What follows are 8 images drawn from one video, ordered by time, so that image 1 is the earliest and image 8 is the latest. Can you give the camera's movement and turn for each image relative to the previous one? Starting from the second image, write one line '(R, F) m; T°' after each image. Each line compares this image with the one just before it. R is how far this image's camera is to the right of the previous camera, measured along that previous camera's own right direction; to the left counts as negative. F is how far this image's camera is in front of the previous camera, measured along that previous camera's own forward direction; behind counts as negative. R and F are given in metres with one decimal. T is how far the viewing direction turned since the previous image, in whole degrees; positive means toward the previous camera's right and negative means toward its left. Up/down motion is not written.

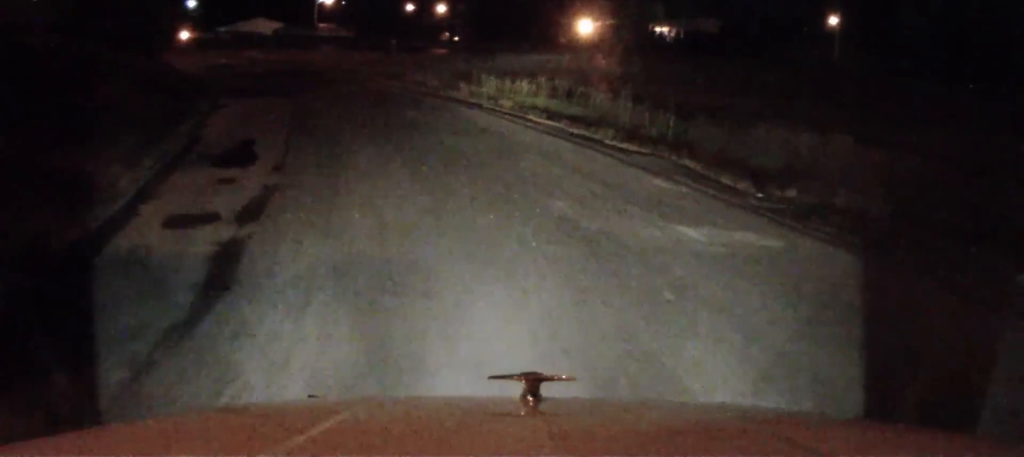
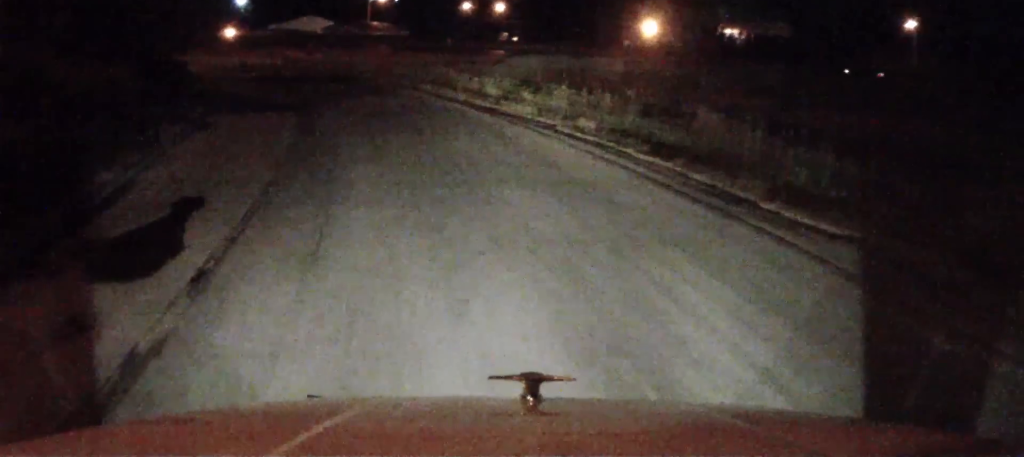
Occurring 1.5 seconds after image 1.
(-0.3, +8.5) m; -5°
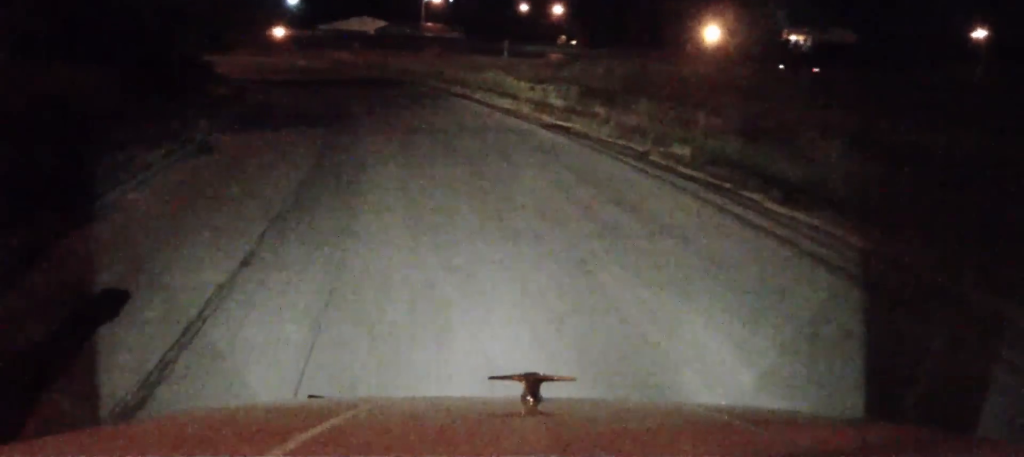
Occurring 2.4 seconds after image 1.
(-0.1, +5.5) m; -1°
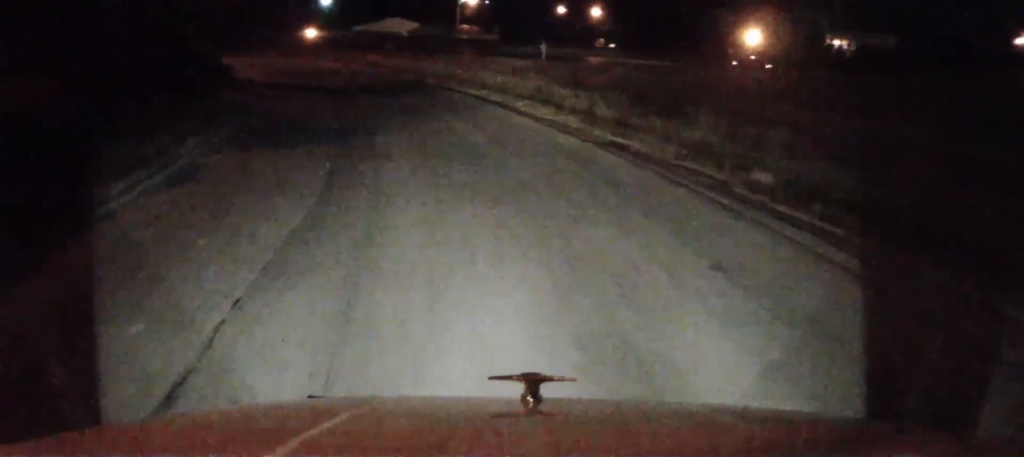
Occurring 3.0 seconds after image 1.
(0.0, +3.6) m; -1°
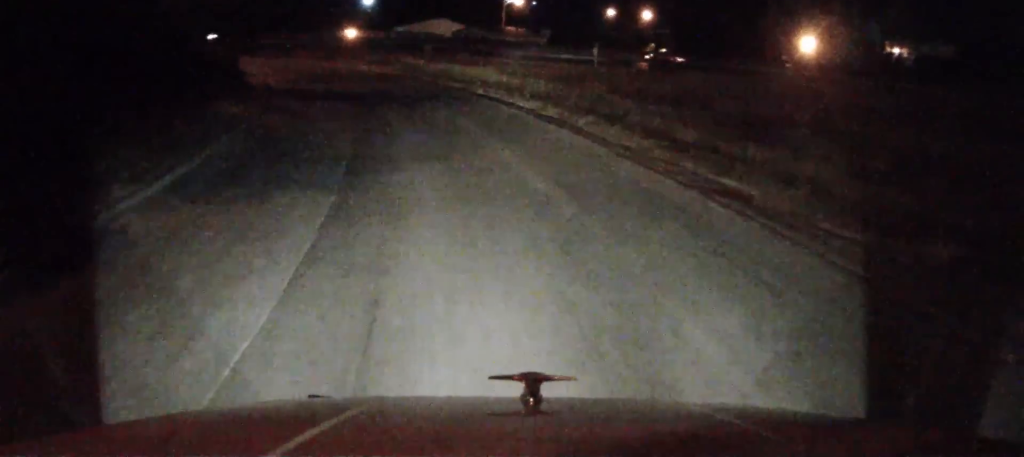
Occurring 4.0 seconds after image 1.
(-0.1, +6.1) m; -3°
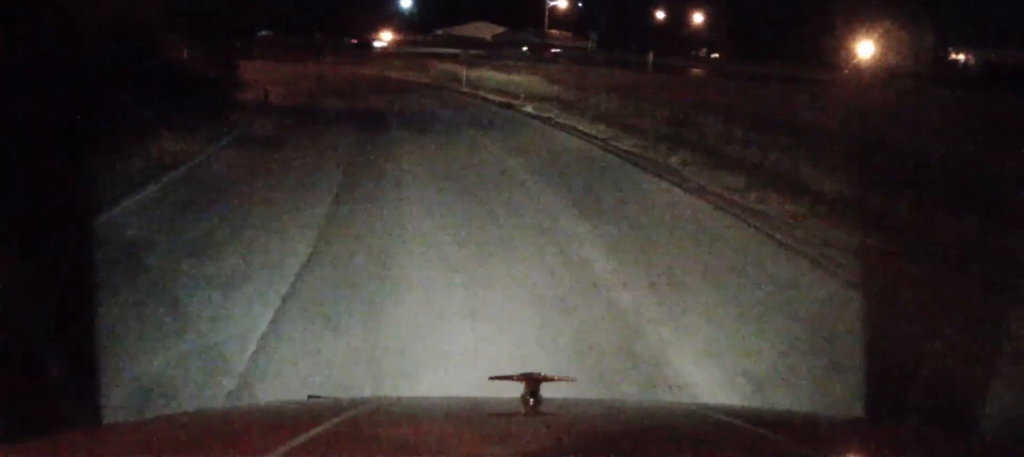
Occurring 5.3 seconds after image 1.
(-0.4, +8.3) m; -5°
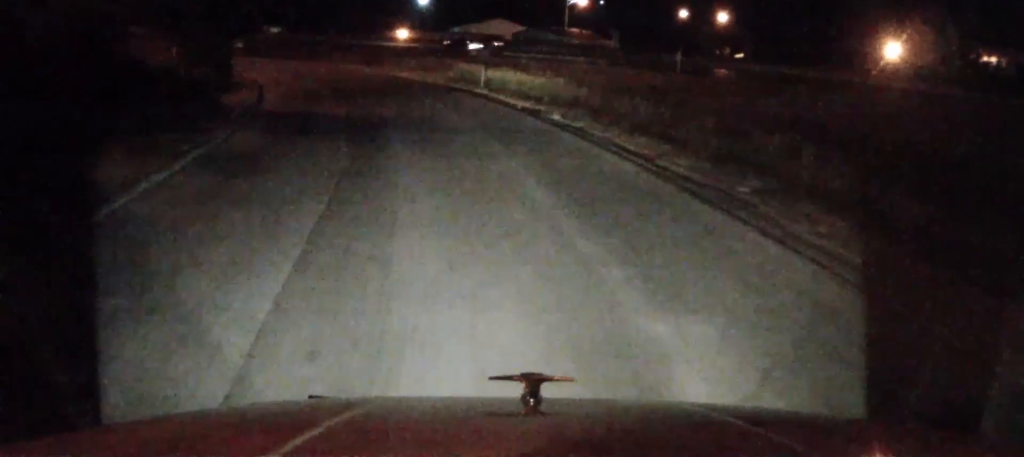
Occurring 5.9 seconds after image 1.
(-0.1, +4.1) m; -2°
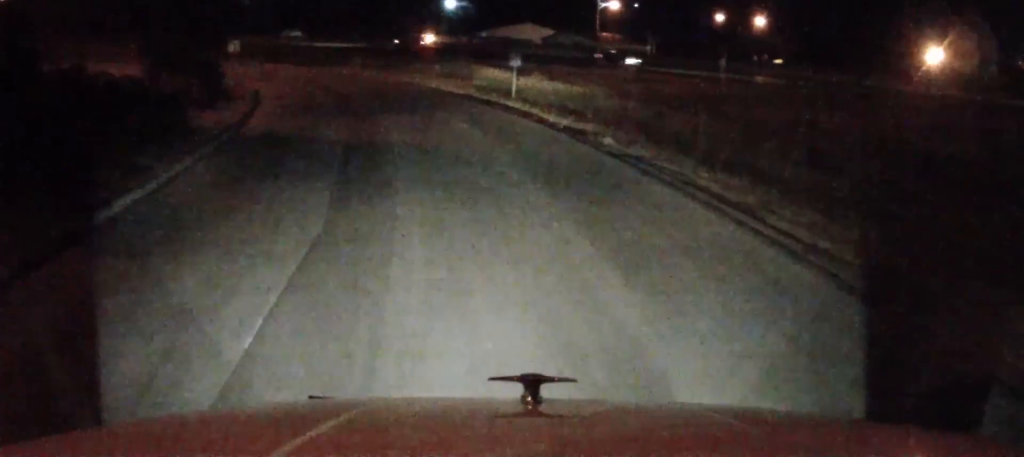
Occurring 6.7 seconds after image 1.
(-0.1, +5.6) m; -2°
